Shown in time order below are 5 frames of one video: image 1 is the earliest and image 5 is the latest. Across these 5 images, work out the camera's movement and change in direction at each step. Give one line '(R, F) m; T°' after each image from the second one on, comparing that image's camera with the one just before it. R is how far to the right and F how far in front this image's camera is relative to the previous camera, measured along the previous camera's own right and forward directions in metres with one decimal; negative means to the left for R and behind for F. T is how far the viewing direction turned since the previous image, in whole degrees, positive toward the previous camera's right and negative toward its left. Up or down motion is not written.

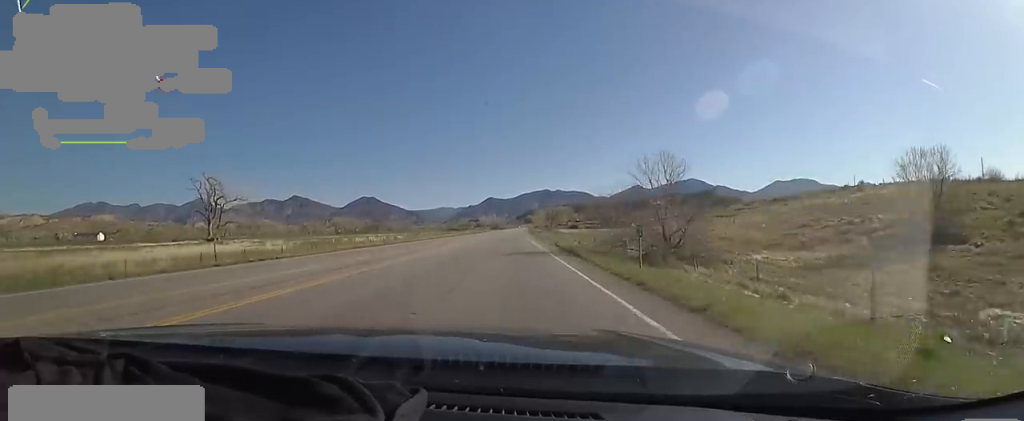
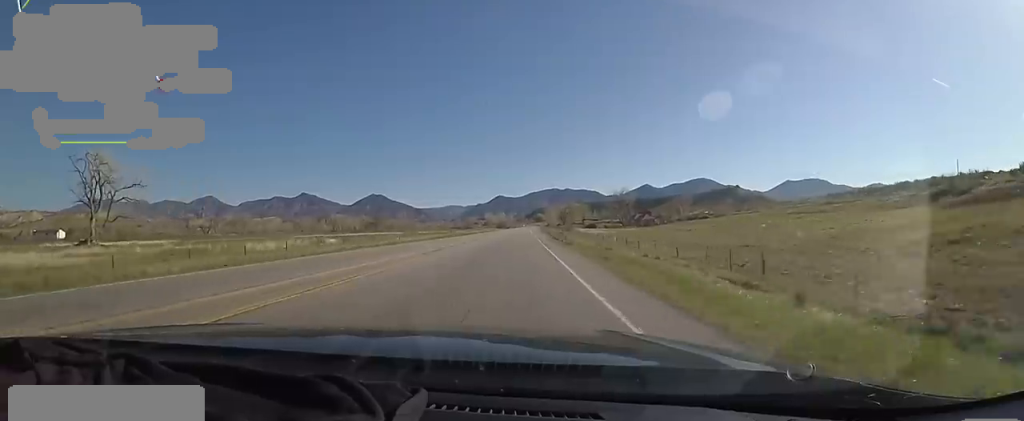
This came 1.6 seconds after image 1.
(-1.7, +39.8) m; -6°
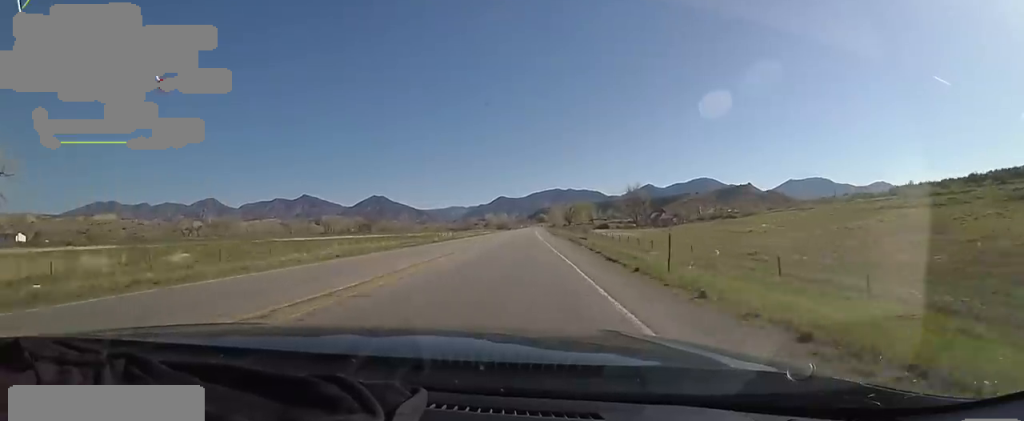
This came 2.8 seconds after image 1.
(-0.5, +29.3) m; +2°
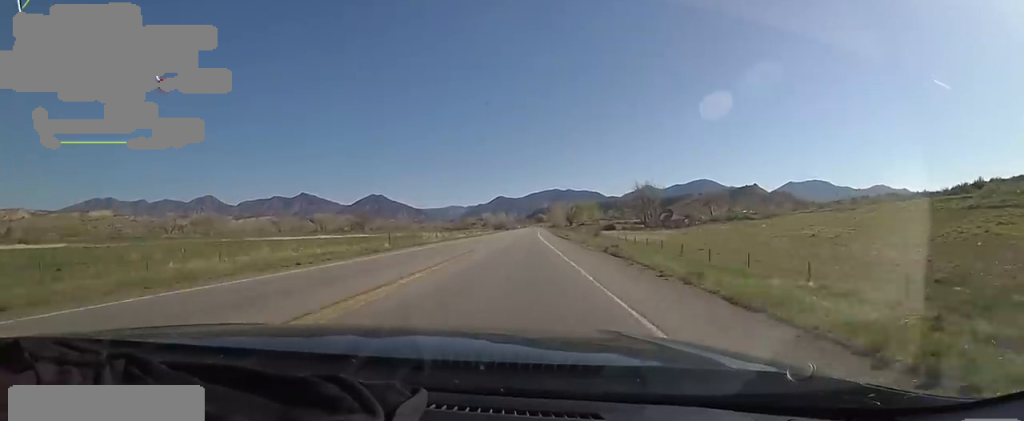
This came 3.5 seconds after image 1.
(+0.5, +19.2) m; +4°
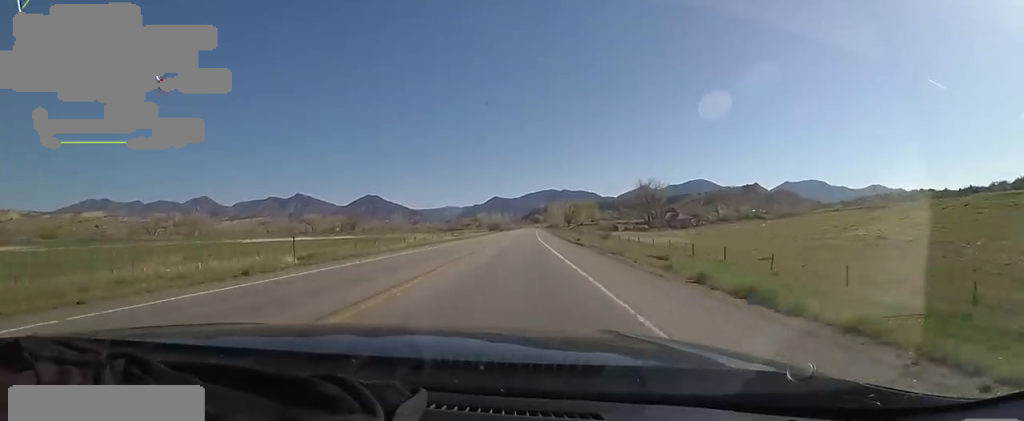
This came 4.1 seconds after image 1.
(+0.9, +14.1) m; 0°
